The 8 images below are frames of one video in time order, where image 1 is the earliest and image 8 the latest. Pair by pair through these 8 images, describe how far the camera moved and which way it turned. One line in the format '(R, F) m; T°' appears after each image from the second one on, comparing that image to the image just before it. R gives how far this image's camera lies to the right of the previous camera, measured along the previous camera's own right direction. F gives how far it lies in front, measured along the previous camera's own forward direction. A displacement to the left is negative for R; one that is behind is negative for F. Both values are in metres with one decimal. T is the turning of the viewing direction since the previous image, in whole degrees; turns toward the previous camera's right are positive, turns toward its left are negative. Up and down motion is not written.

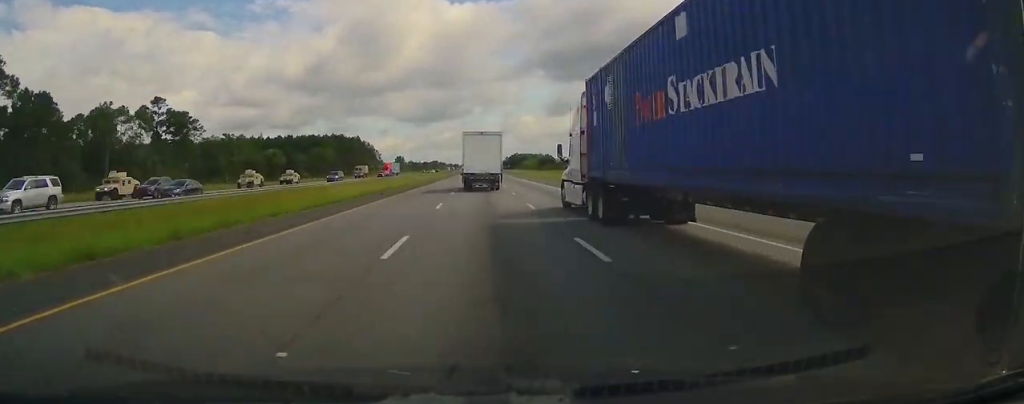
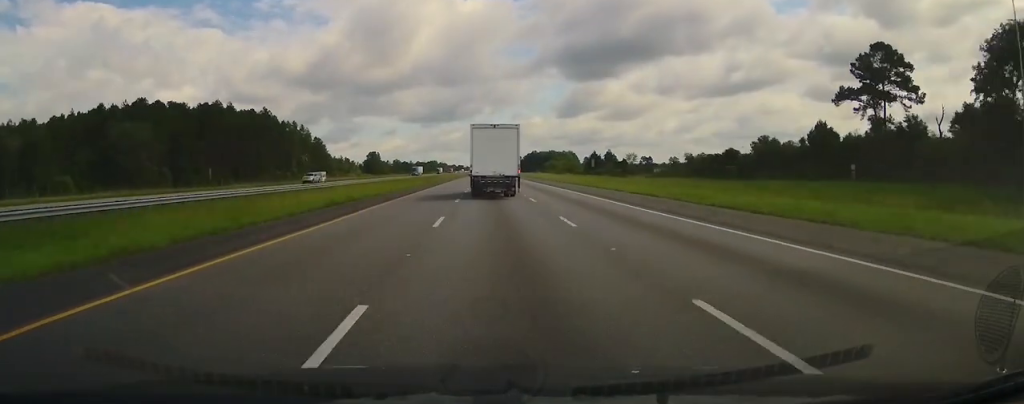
(-0.8, +166.4) m; 0°
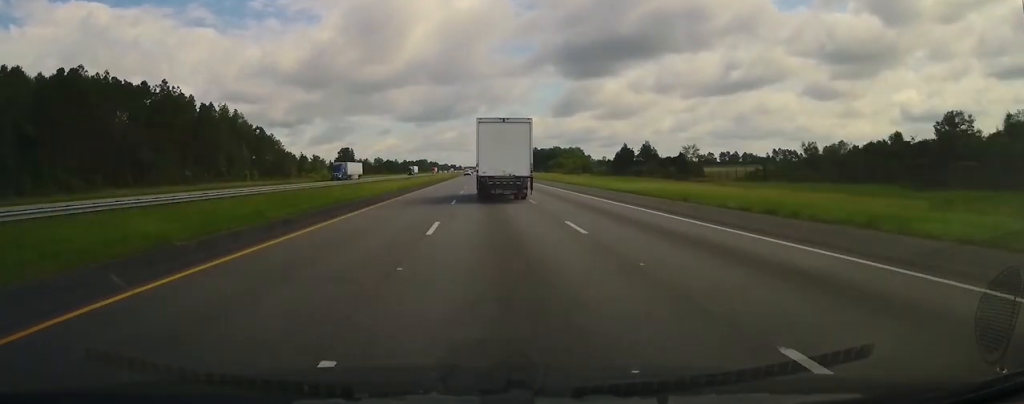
(+0.5, +62.8) m; 0°
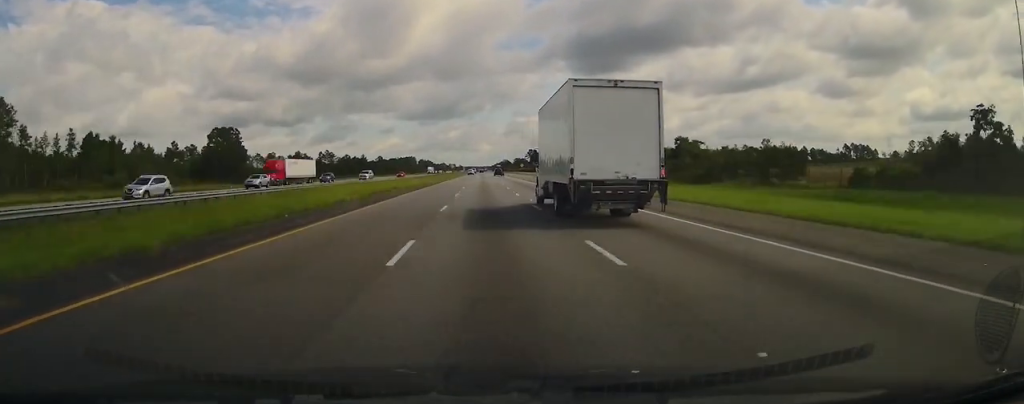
(-0.6, +163.7) m; 0°
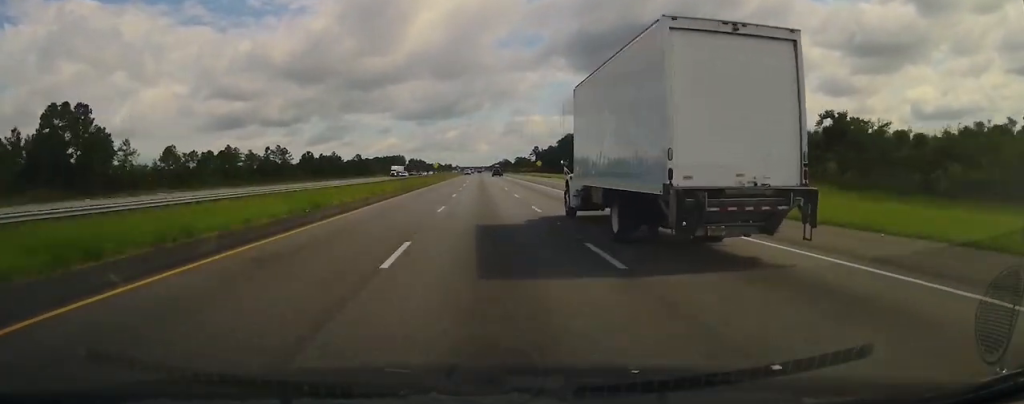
(+0.7, +72.7) m; 0°
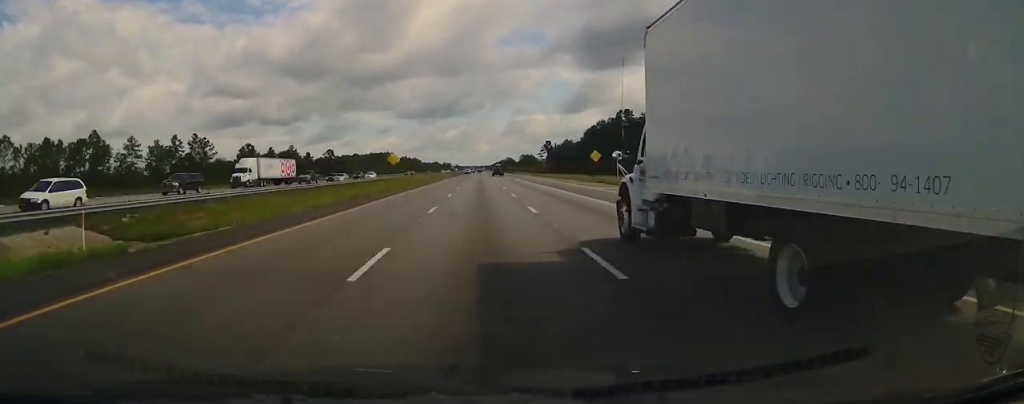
(+0.1, +70.3) m; 0°
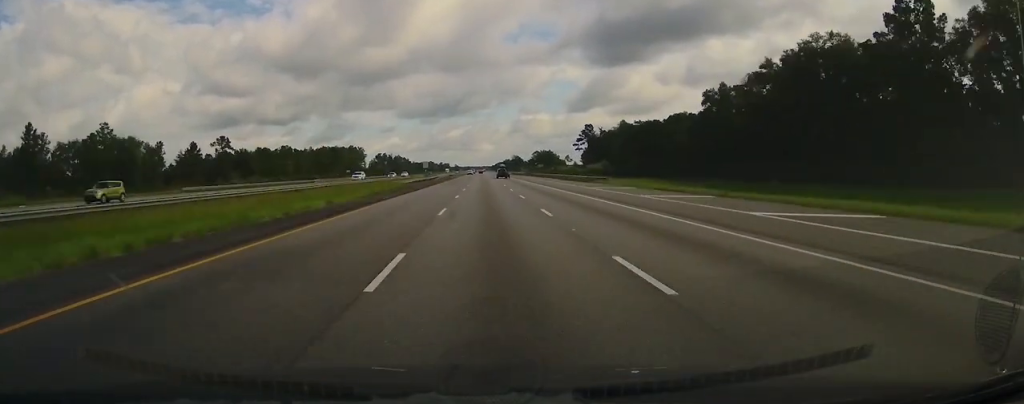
(-0.9, +126.2) m; 0°
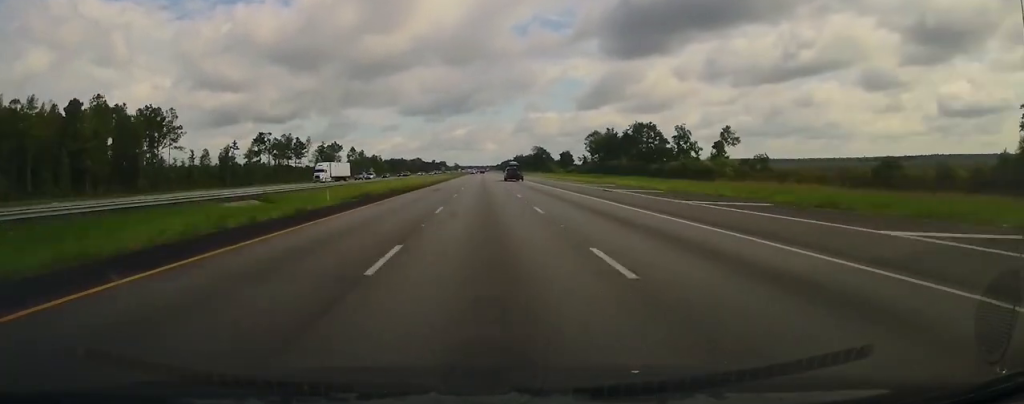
(+0.9, +247.4) m; 0°
